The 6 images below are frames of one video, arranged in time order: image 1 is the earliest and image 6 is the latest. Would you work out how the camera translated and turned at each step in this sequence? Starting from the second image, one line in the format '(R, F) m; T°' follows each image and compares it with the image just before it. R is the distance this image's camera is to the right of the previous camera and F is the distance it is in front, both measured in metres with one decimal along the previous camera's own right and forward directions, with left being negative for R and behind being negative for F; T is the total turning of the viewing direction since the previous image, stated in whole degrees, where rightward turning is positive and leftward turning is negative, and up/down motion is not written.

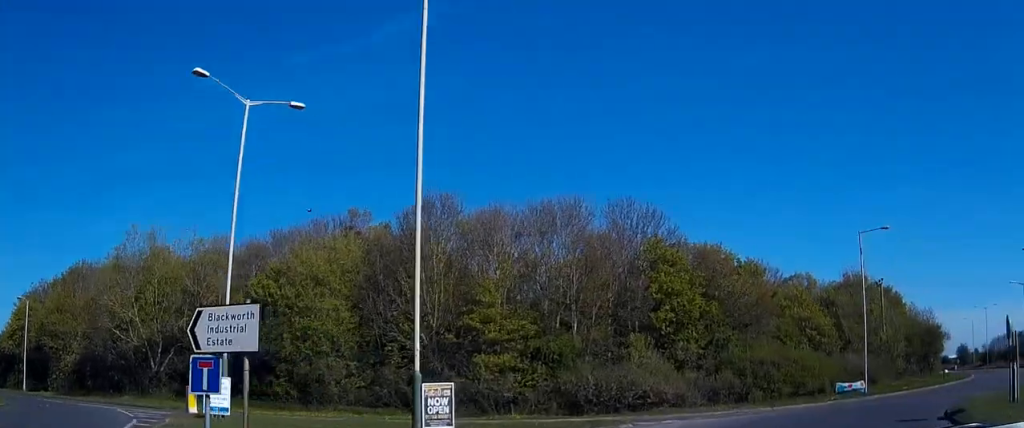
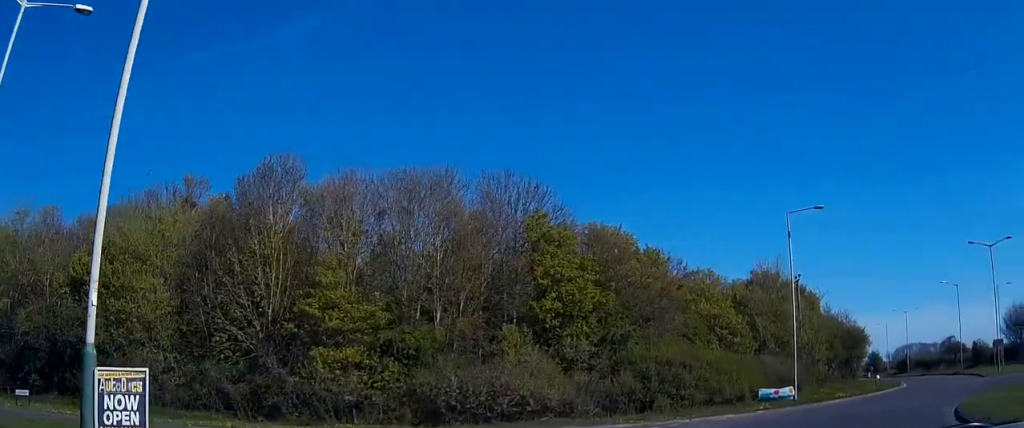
(+0.8, +7.9) m; +8°
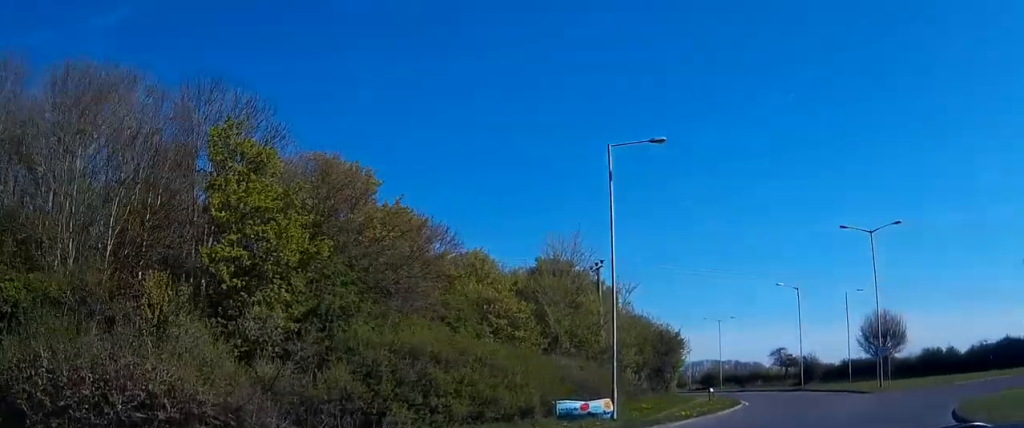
(+1.6, +14.0) m; +14°
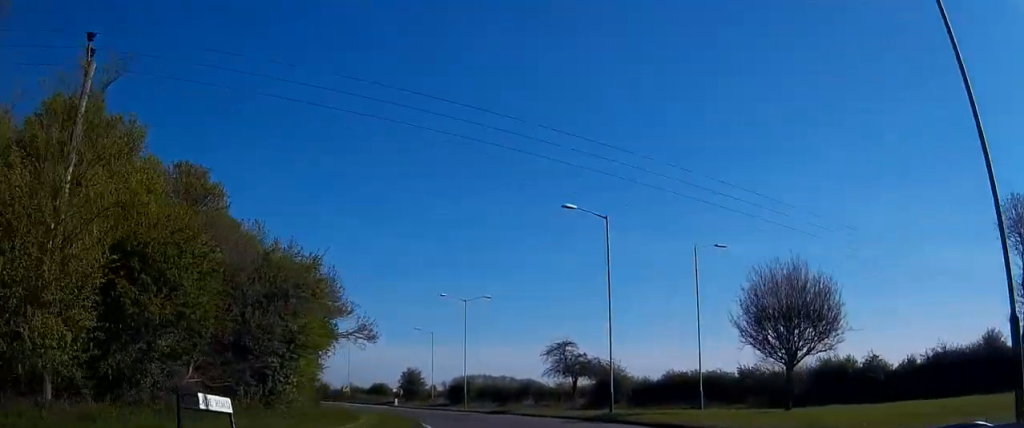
(+9.2, +36.6) m; +17°
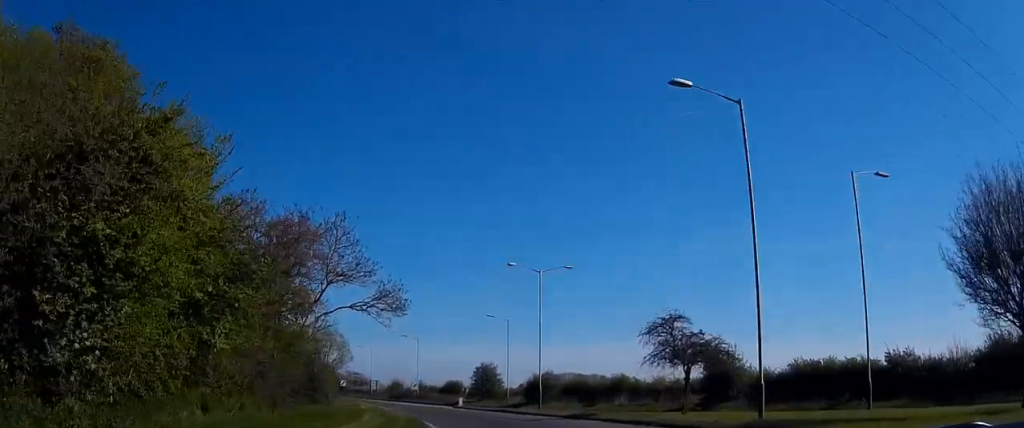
(-0.4, +14.7) m; -5°
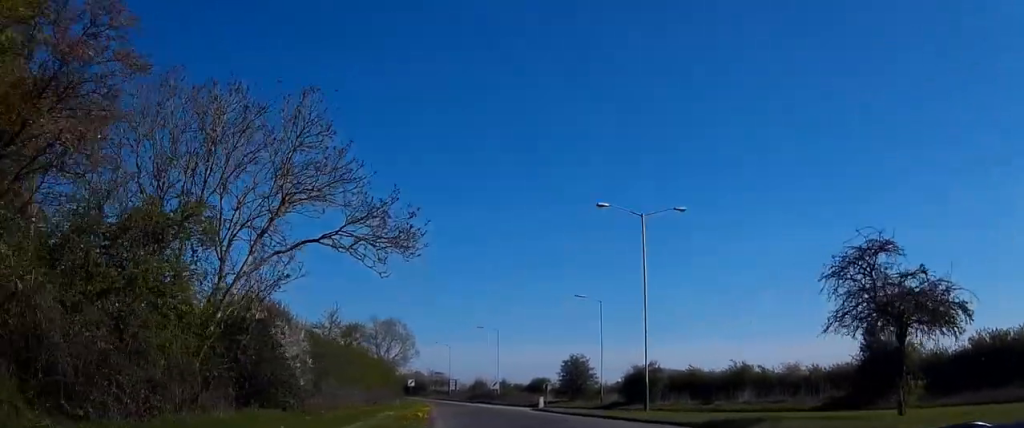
(-0.8, +15.3) m; -7°
